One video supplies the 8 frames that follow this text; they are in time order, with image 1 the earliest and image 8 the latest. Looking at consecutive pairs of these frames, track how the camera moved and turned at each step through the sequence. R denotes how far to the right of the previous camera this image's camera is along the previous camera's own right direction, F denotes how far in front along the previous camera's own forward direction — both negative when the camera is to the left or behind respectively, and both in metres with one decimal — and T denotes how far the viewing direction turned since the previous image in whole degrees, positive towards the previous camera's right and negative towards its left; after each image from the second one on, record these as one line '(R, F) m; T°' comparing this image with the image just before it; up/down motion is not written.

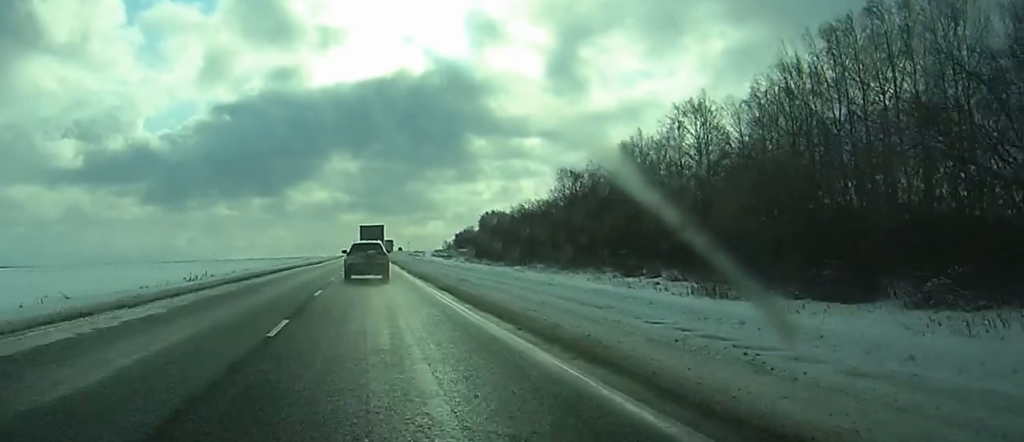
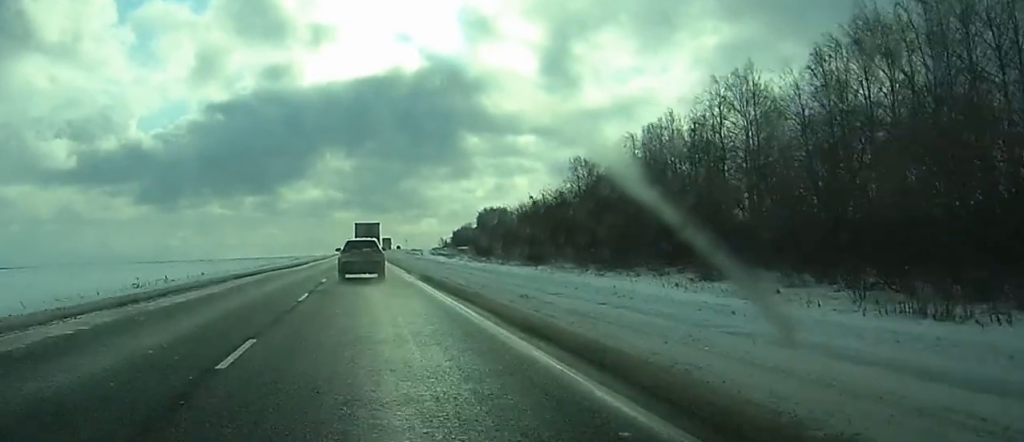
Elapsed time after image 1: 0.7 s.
(-0.1, +16.6) m; 0°
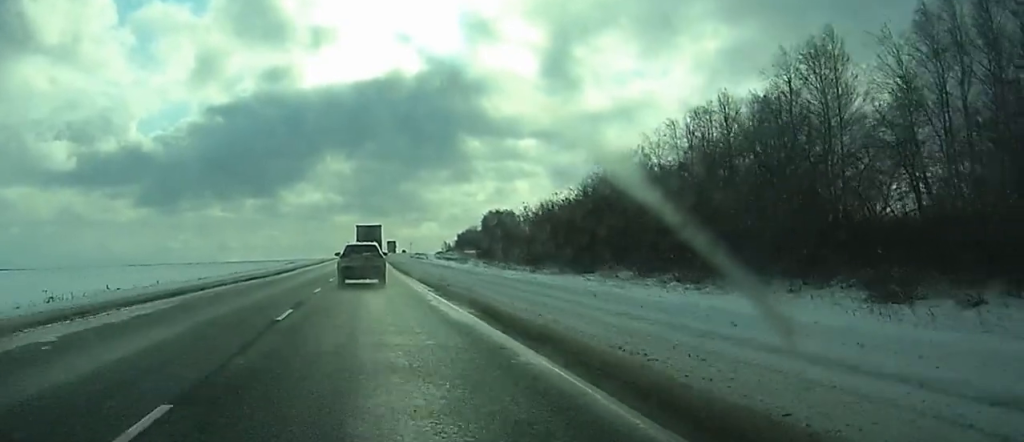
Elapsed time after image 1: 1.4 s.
(-0.1, +18.1) m; 0°
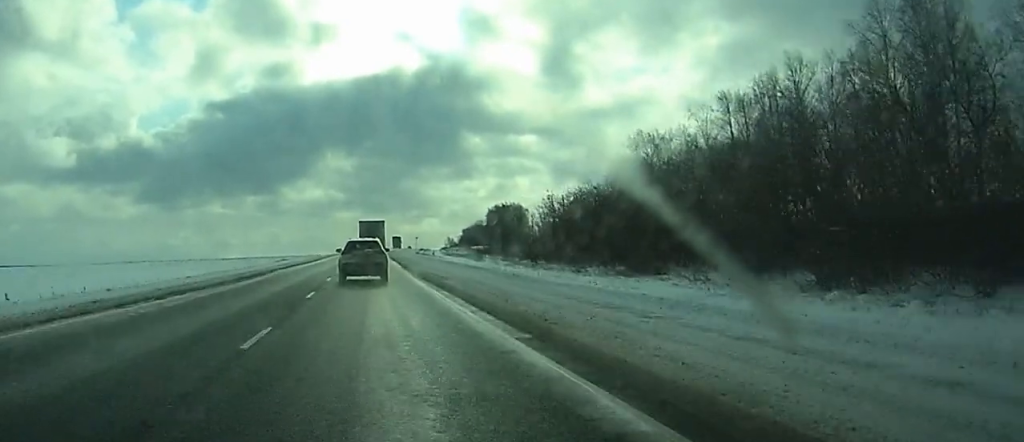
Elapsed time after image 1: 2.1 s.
(+0.3, +17.9) m; 0°
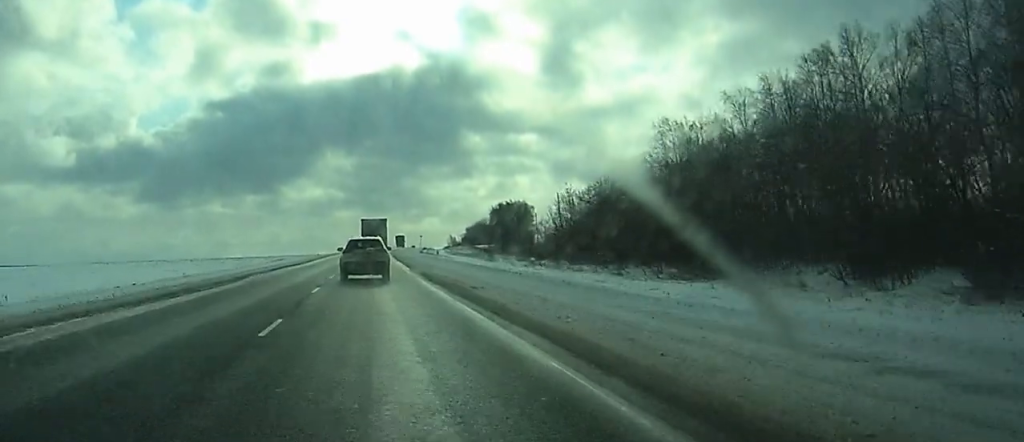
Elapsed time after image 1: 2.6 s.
(0.0, +11.1) m; 0°
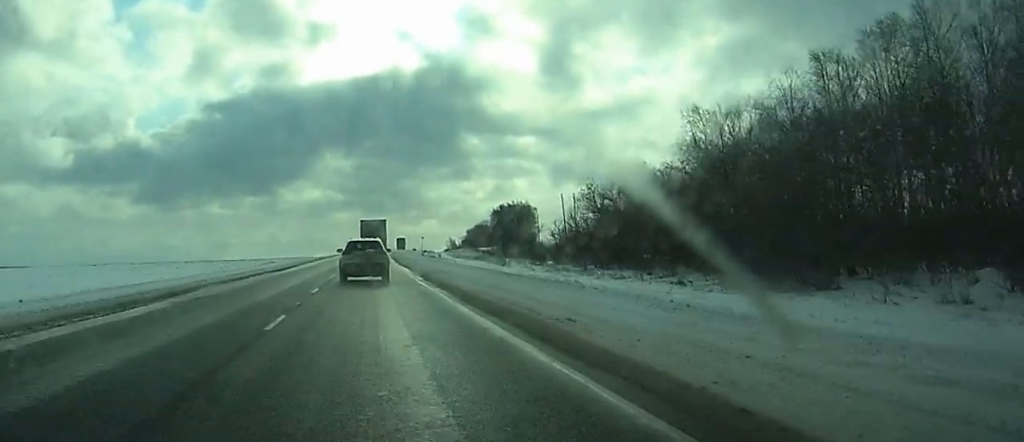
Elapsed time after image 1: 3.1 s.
(-0.1, +11.8) m; 0°
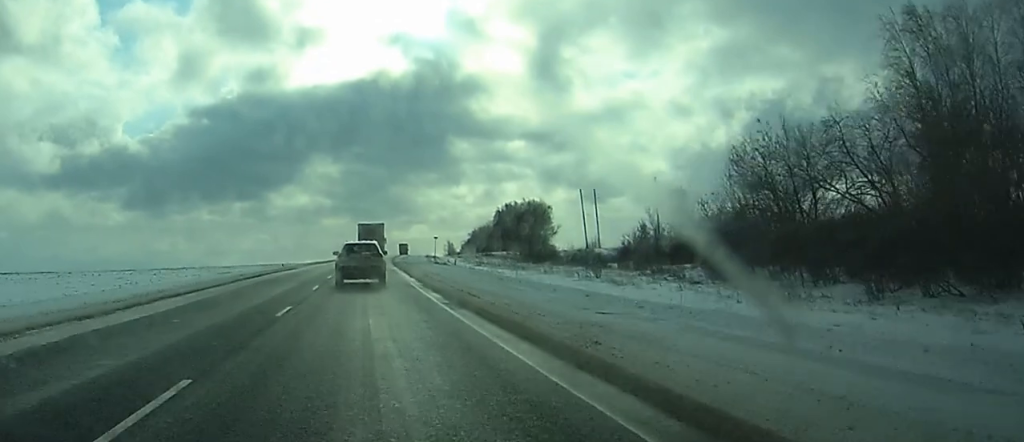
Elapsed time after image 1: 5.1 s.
(+0.1, +44.8) m; 0°
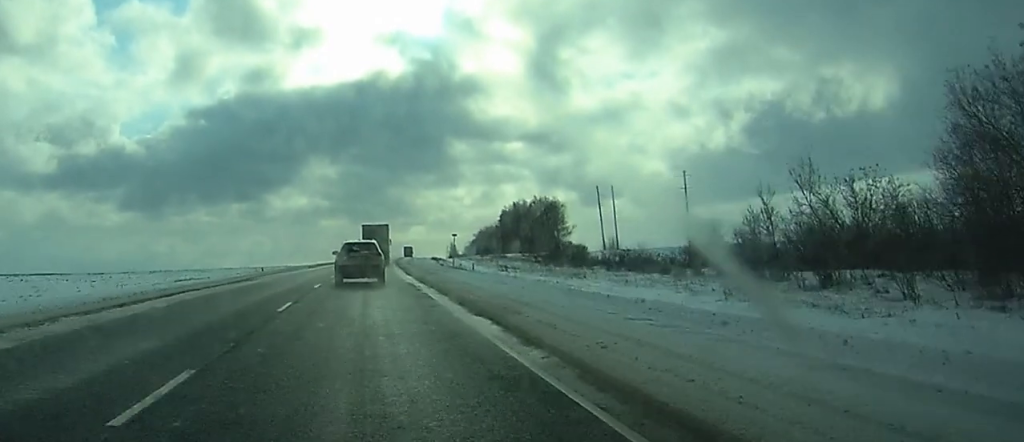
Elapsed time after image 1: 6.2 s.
(+0.1, +22.0) m; 0°
